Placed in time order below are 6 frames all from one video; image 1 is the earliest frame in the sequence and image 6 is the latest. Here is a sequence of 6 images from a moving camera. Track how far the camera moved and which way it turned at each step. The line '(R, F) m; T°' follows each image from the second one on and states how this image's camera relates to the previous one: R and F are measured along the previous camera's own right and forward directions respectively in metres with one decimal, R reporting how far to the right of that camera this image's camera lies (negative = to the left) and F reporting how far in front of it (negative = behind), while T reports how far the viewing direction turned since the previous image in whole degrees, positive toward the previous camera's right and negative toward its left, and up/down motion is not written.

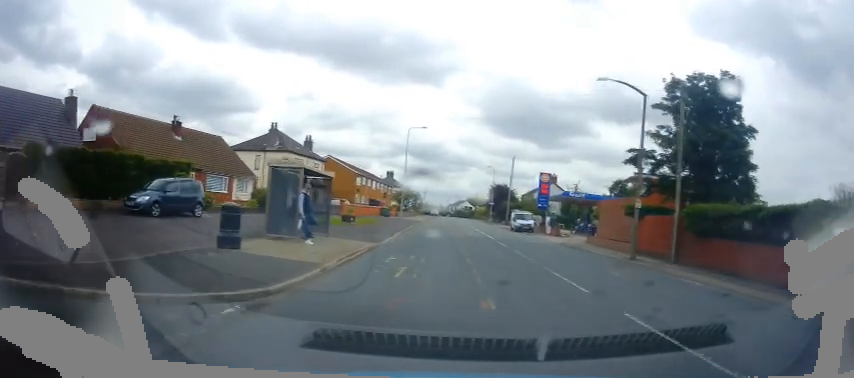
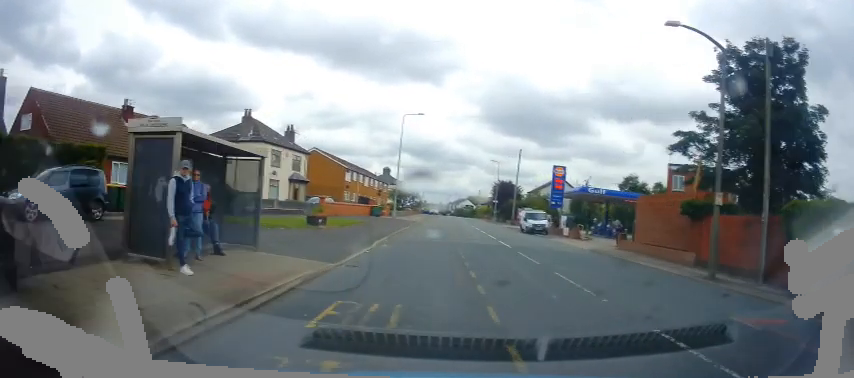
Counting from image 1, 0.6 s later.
(-0.1, +6.9) m; -1°
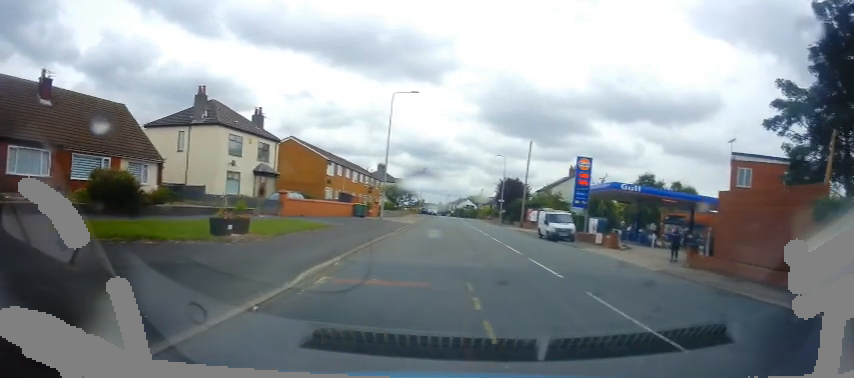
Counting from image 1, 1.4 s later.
(-0.1, +8.8) m; -1°
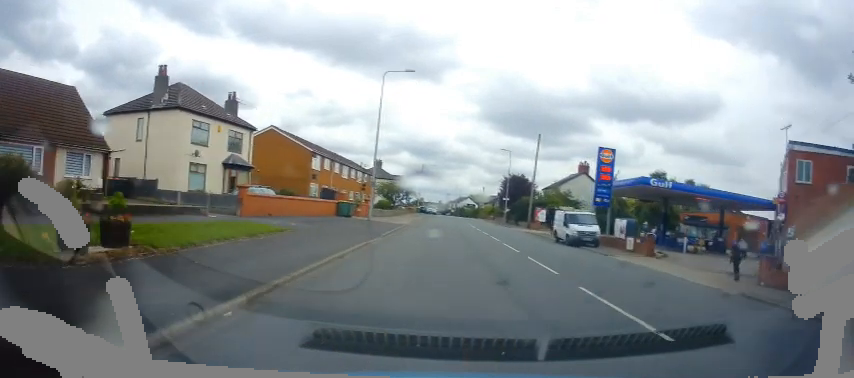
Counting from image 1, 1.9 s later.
(0.0, +5.5) m; -1°
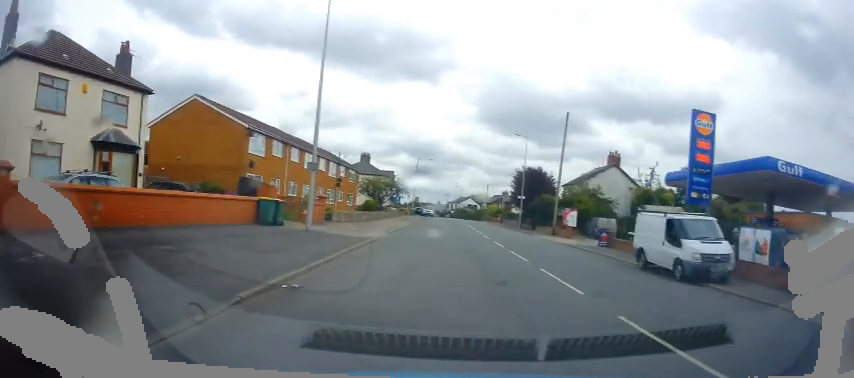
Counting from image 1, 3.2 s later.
(-0.1, +13.9) m; +1°
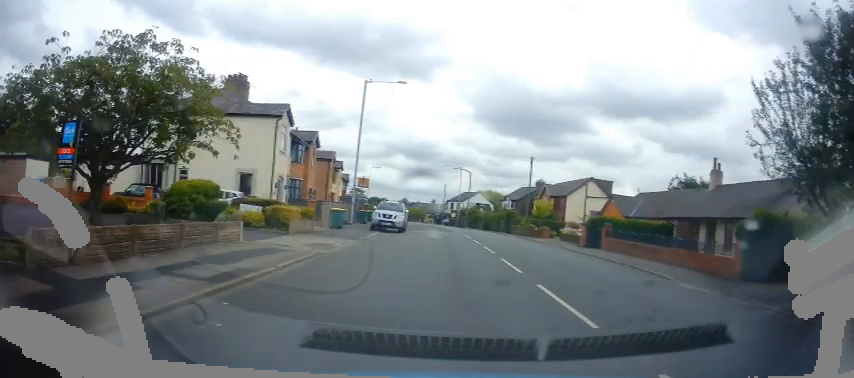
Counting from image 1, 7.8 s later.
(+1.4, +51.6) m; 0°
